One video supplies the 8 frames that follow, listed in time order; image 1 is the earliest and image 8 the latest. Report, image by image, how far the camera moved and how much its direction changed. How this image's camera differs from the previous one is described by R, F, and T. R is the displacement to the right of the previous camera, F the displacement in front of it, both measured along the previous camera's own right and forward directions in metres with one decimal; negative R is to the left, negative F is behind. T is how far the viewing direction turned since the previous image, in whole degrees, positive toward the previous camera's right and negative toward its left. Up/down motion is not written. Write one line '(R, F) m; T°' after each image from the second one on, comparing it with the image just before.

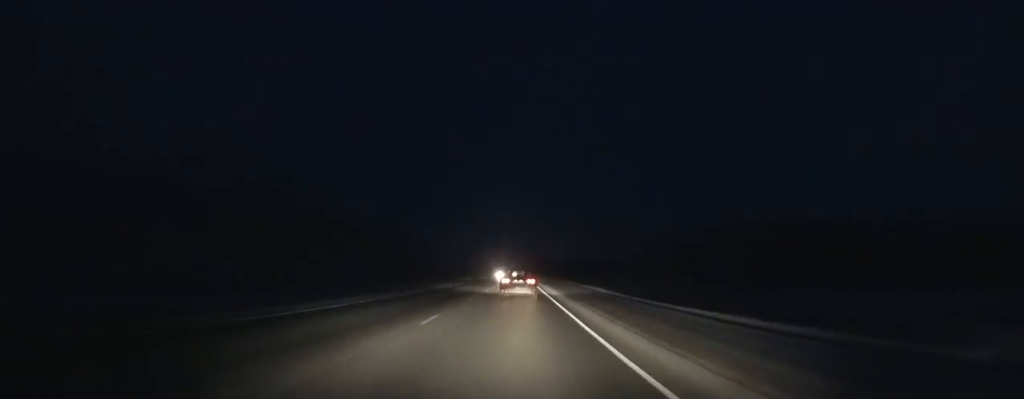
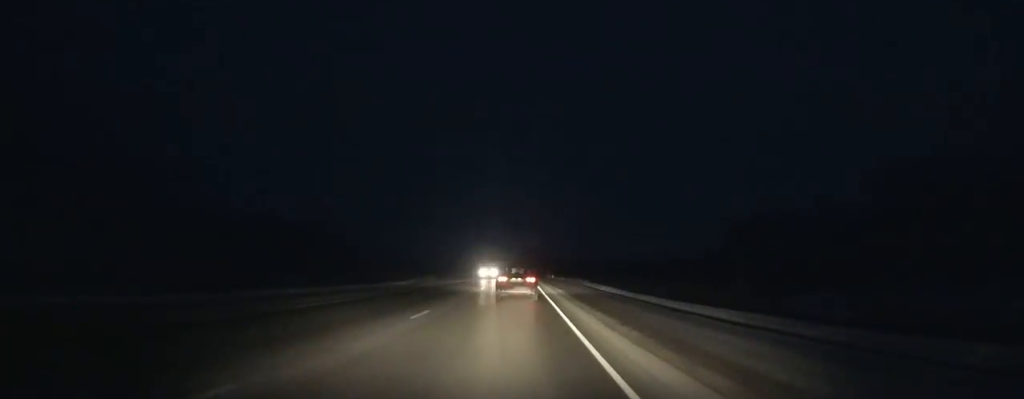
(-0.3, +104.0) m; -1°
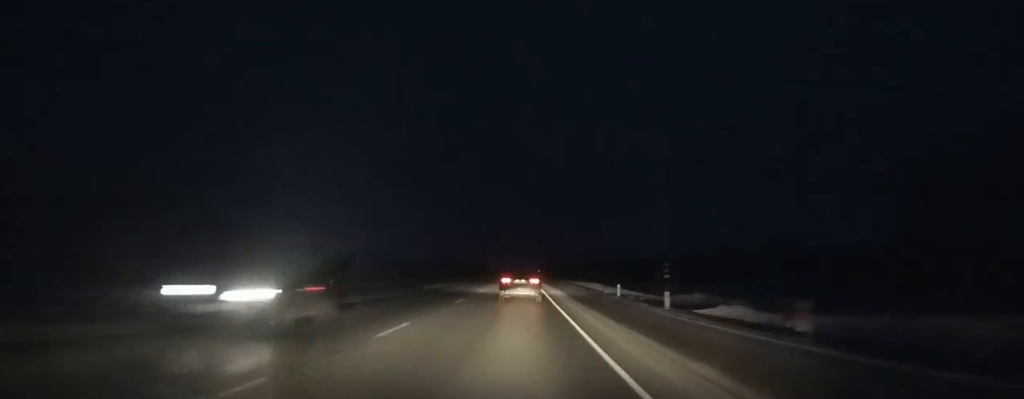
(-0.2, +86.8) m; 0°
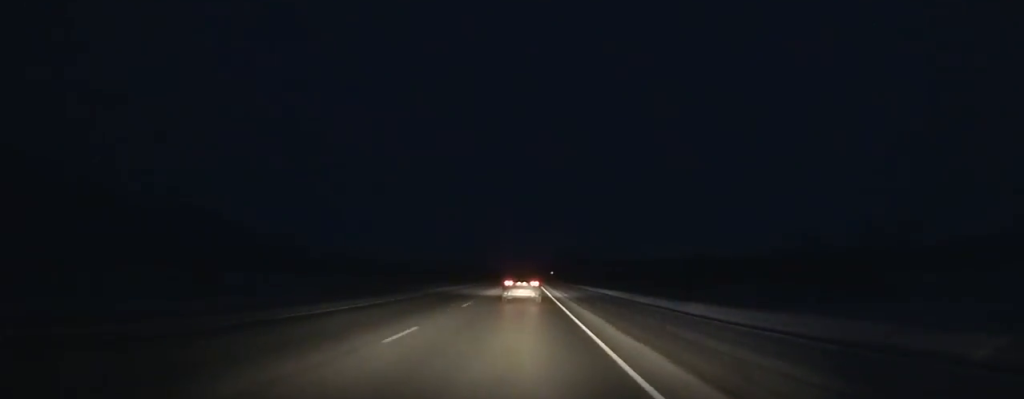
(-0.2, +72.8) m; 0°
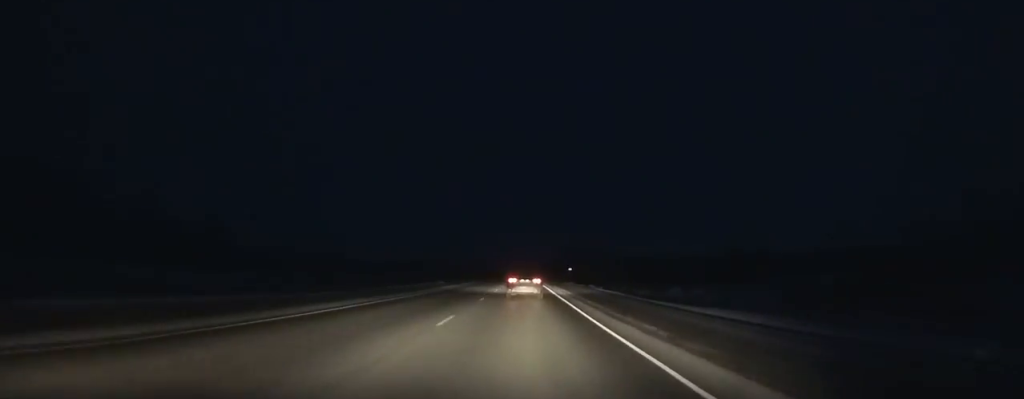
(0.0, +68.9) m; 0°
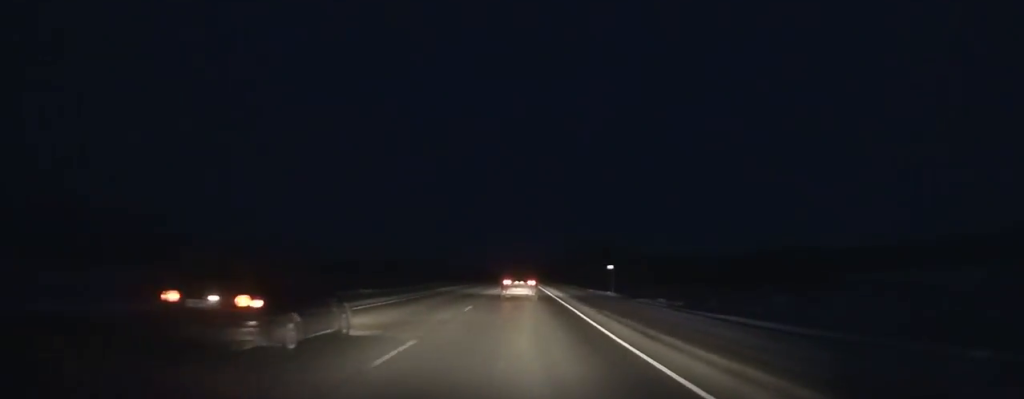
(+0.1, +42.6) m; 0°
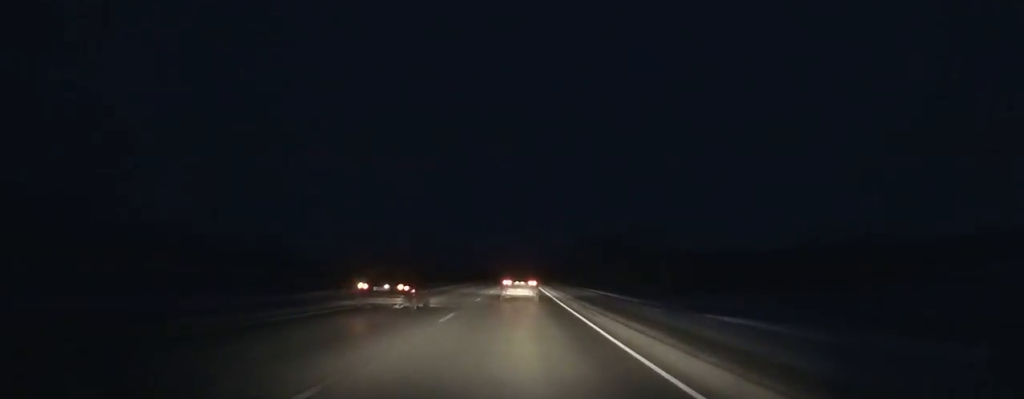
(+0.2, +40.9) m; 0°
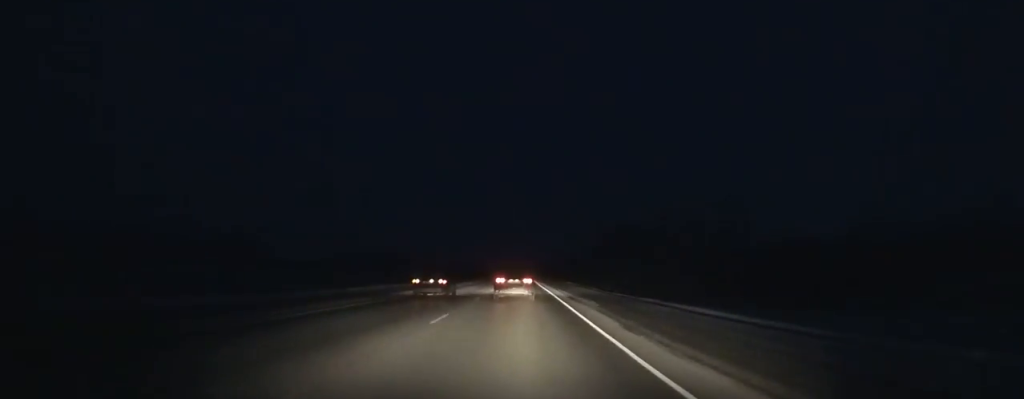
(0.0, +36.5) m; 0°
